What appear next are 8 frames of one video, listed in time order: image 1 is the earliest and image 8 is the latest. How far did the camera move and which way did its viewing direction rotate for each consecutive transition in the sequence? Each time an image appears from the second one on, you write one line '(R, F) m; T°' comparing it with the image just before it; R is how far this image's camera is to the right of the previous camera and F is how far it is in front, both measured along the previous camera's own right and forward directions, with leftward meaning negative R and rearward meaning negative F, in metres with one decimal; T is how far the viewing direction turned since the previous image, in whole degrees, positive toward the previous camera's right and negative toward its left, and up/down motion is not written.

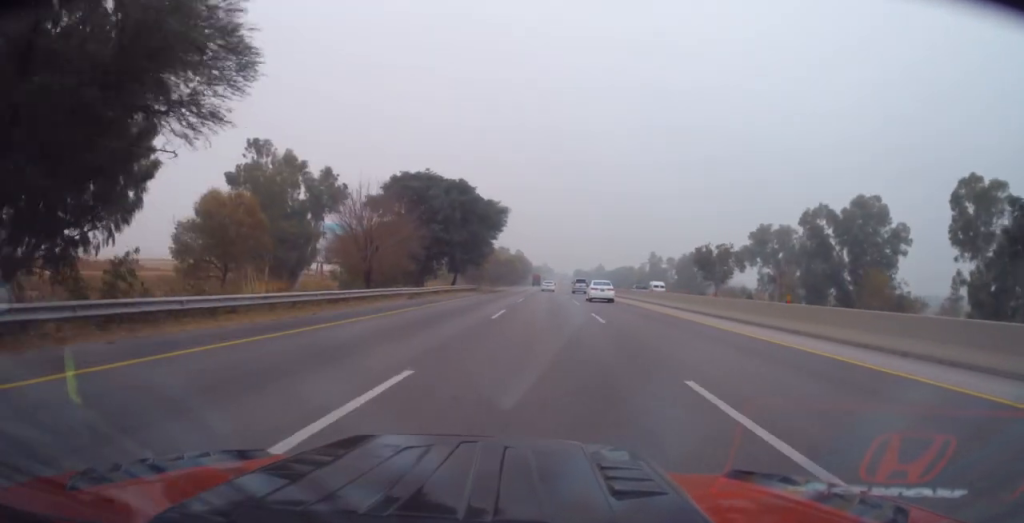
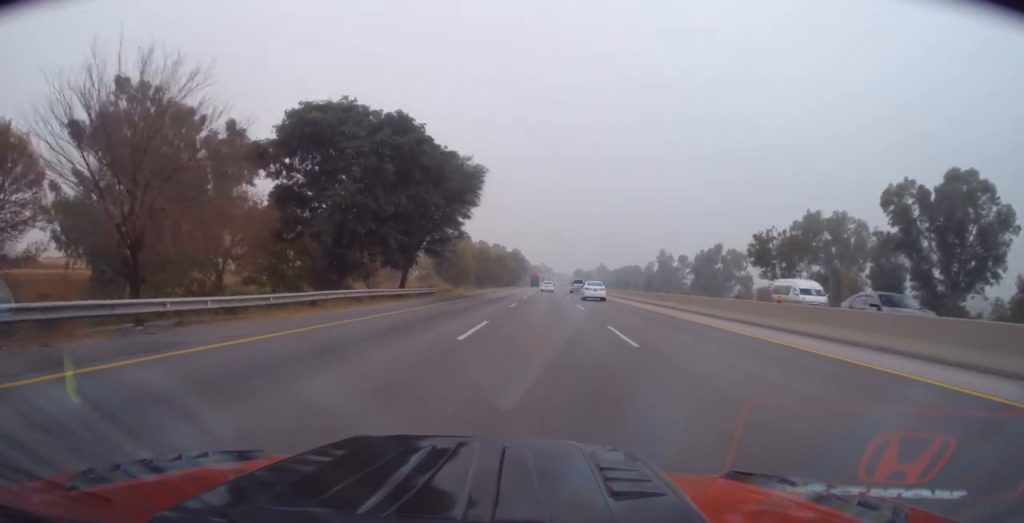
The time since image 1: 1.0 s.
(-0.4, +25.8) m; -1°
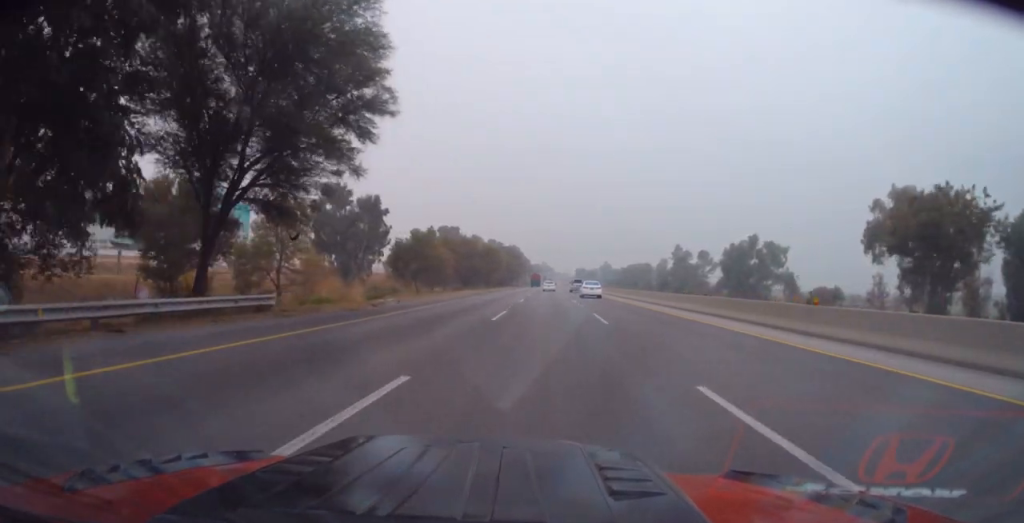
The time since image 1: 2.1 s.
(0.0, +29.5) m; 0°
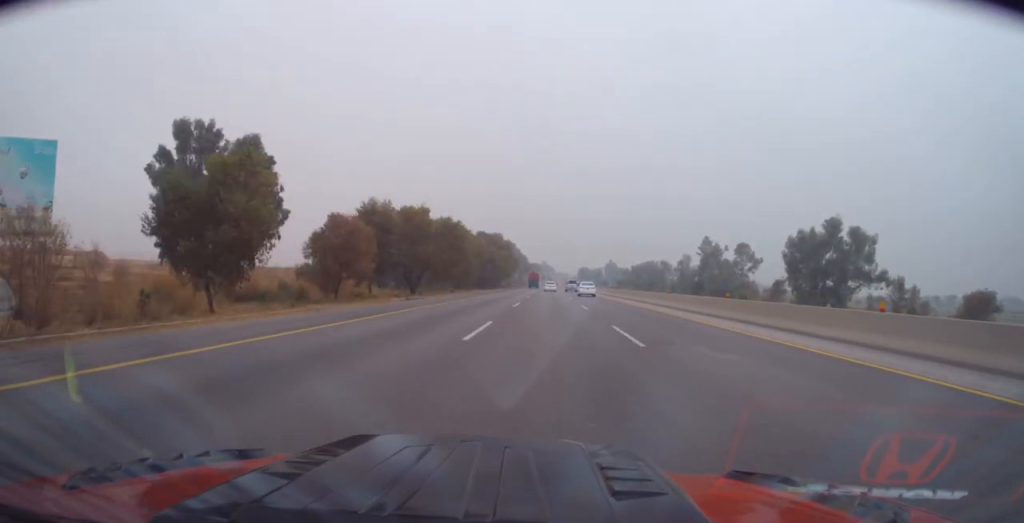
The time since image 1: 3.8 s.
(+0.6, +43.9) m; +1°
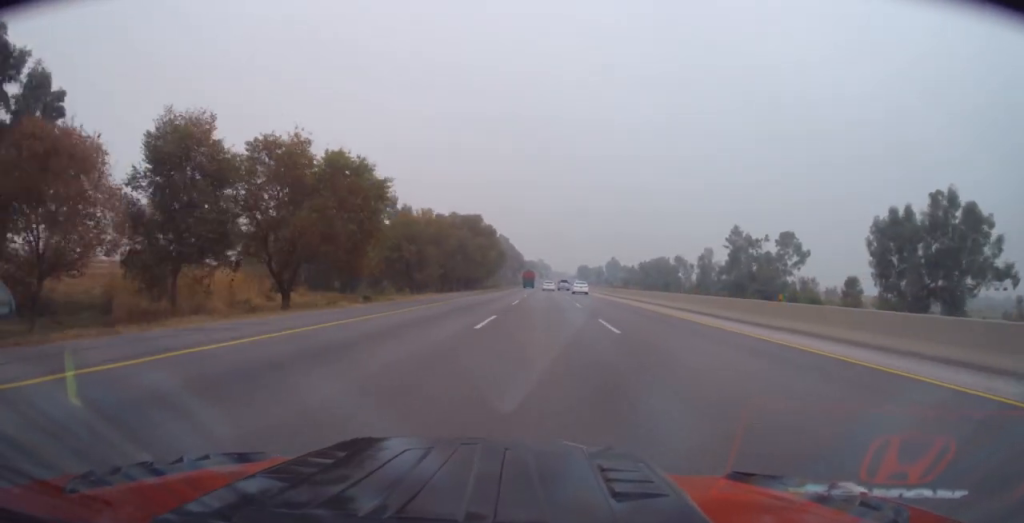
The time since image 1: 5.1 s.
(-0.4, +33.2) m; -1°
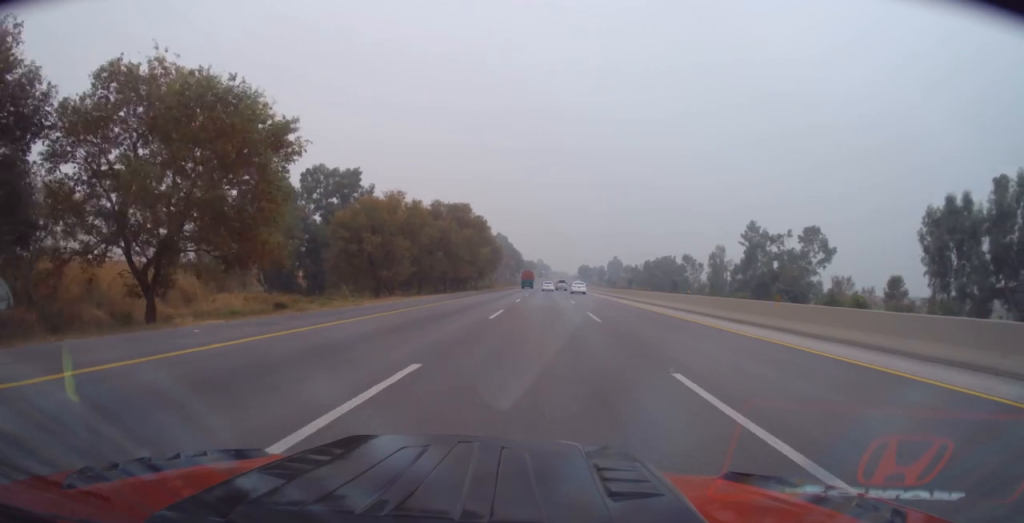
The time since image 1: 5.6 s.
(0.0, +13.1) m; 0°
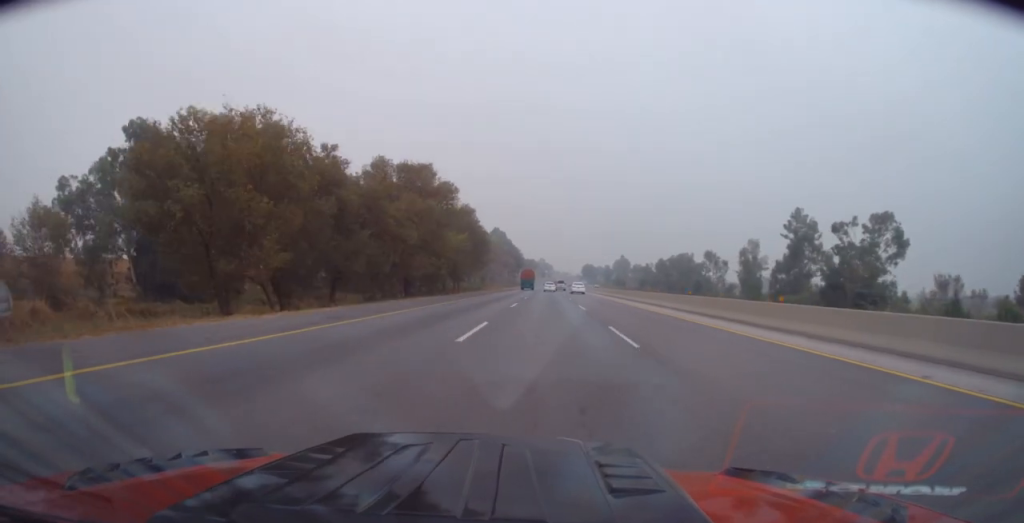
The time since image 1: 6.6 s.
(0.0, +26.3) m; 0°
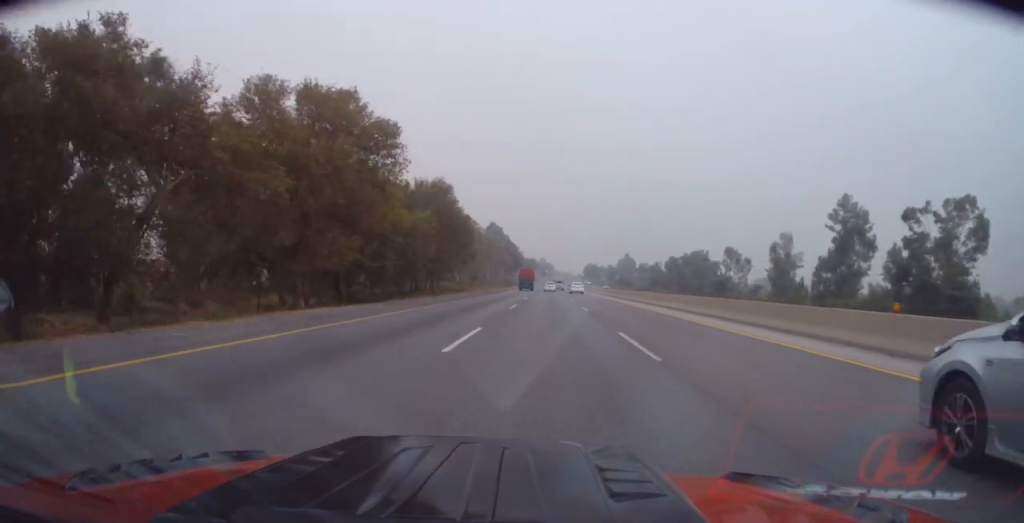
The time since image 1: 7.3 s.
(0.0, +20.1) m; 0°
